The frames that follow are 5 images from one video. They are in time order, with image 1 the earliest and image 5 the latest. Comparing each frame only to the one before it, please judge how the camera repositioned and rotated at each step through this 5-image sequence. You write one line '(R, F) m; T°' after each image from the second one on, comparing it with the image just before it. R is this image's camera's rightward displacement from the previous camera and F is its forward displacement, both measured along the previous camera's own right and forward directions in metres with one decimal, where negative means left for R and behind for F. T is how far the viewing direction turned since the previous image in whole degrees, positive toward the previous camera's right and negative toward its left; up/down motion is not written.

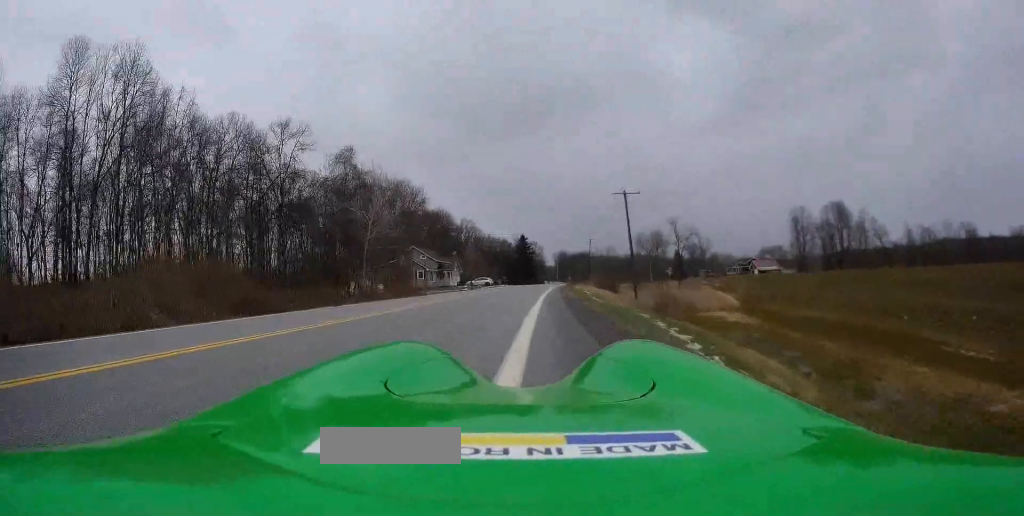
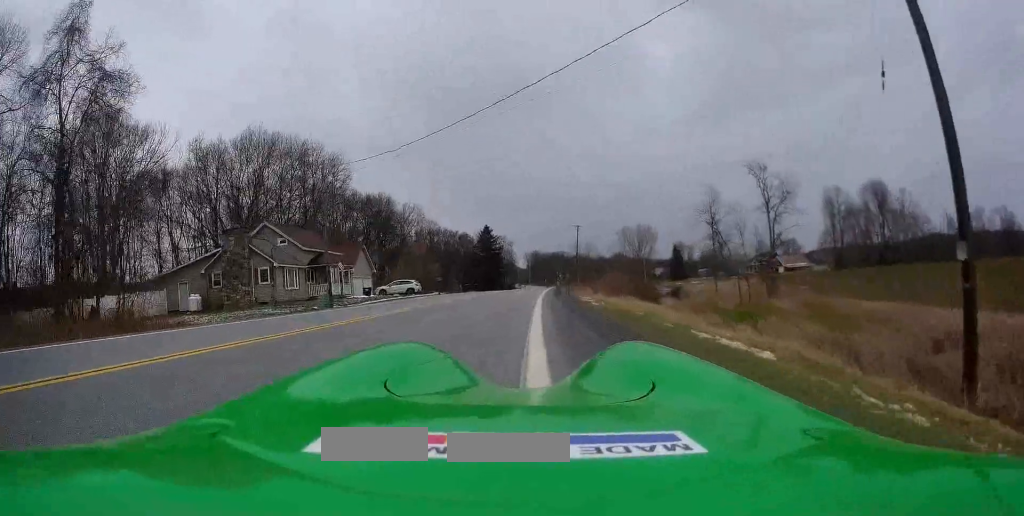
(0.0, +42.9) m; +2°
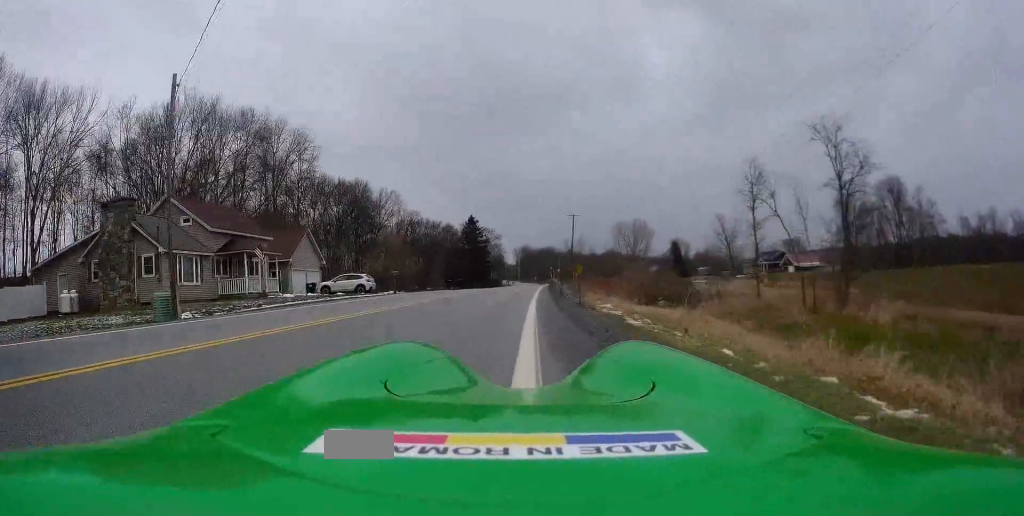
(+0.3, +13.2) m; +1°
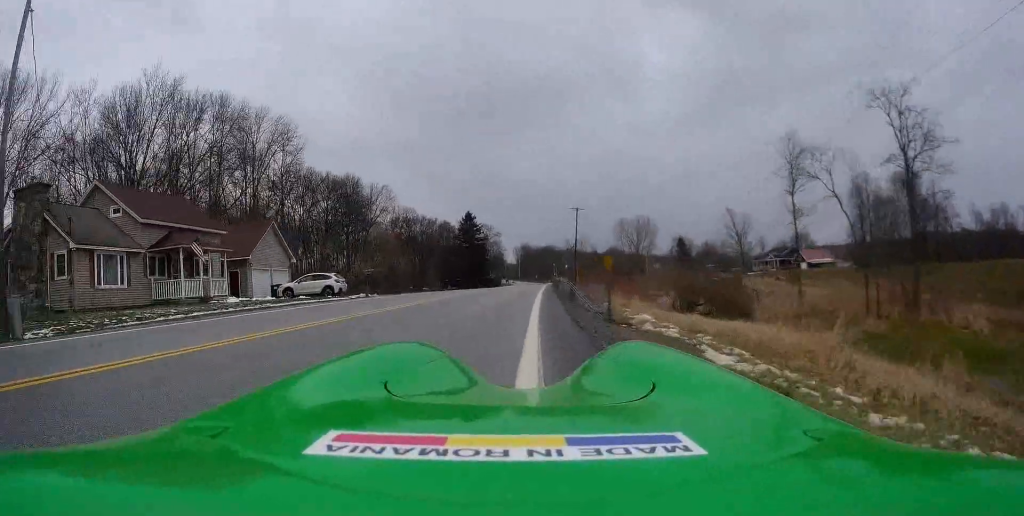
(-0.3, +6.7) m; 0°
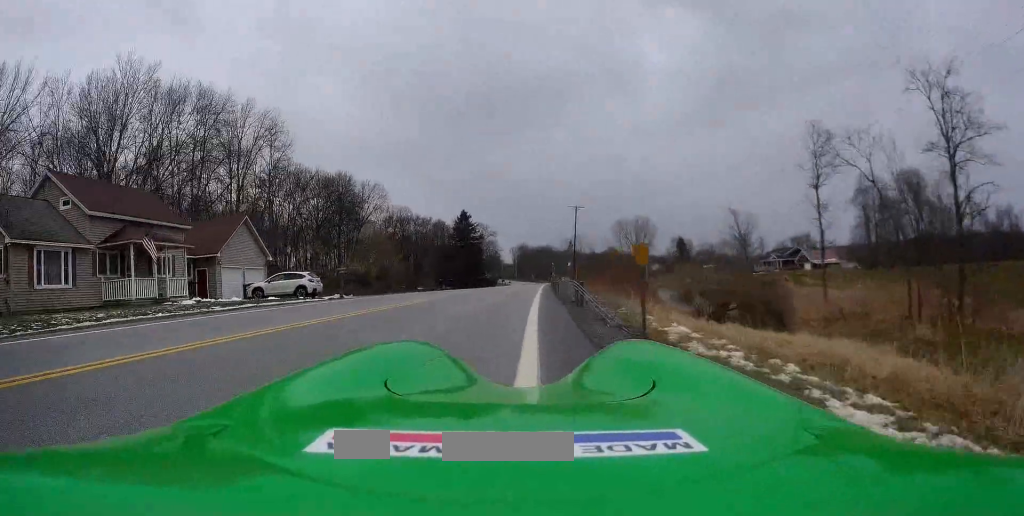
(+0.1, +4.0) m; +1°
